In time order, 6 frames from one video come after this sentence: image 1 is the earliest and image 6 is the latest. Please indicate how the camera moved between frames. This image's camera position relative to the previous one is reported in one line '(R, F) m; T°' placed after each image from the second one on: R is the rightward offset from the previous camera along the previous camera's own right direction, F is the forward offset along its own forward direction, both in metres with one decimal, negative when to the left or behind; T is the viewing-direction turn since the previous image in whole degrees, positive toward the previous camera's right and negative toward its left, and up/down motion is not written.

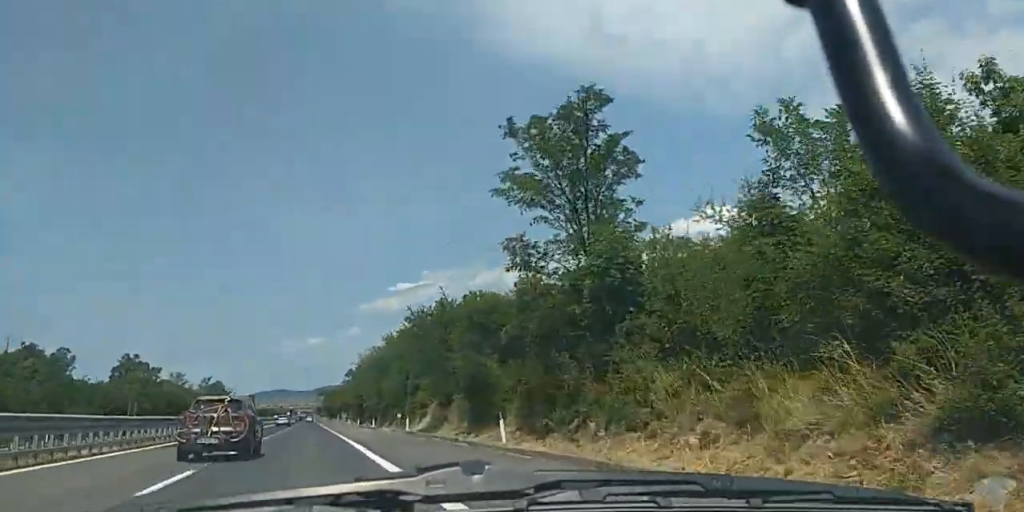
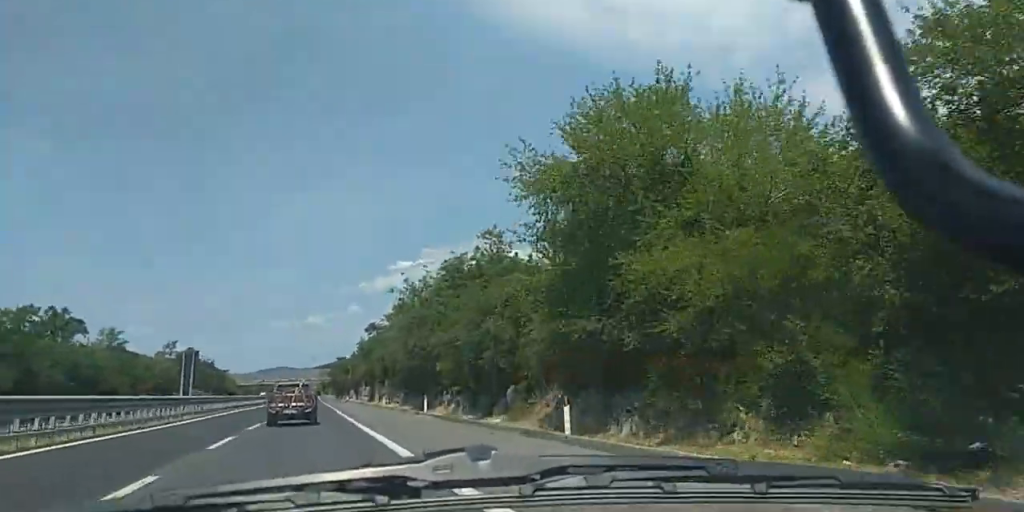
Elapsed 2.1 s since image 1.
(+0.5, +59.3) m; +2°
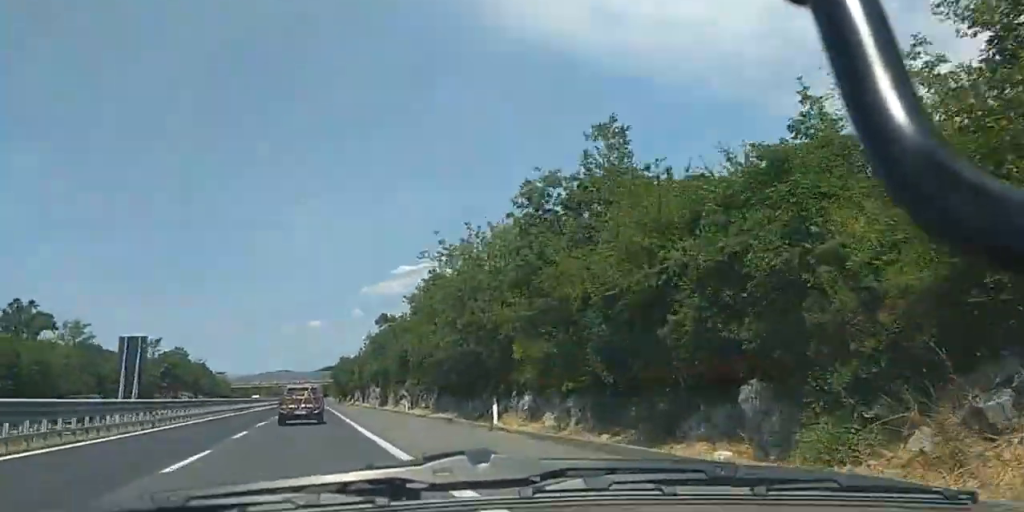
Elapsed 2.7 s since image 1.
(+0.2, +17.4) m; 0°
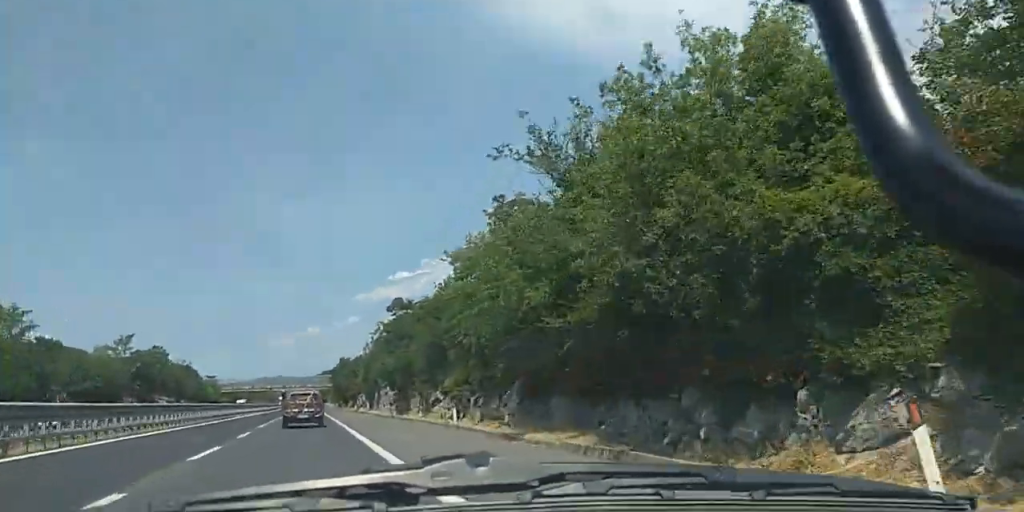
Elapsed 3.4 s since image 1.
(+0.1, +19.4) m; -1°
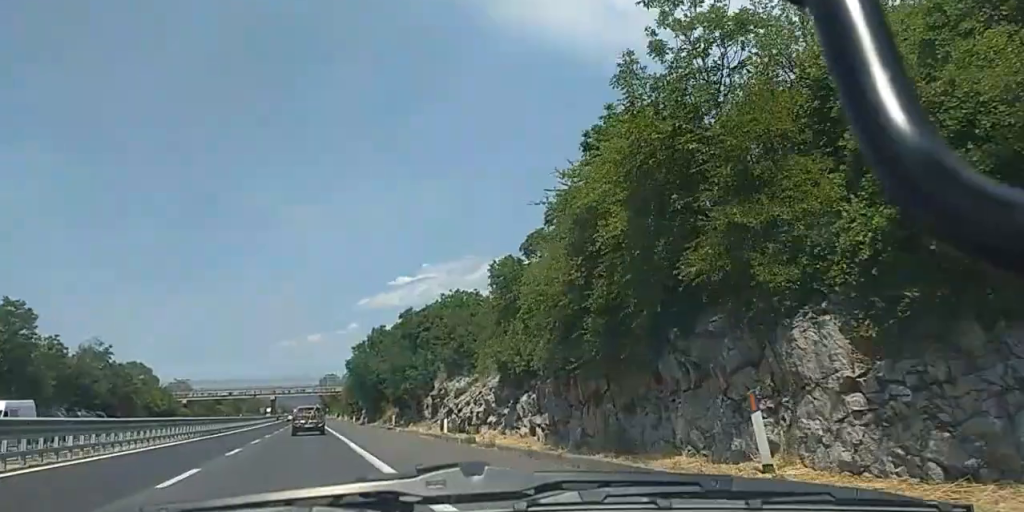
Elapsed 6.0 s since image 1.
(-1.4, +72.1) m; -1°
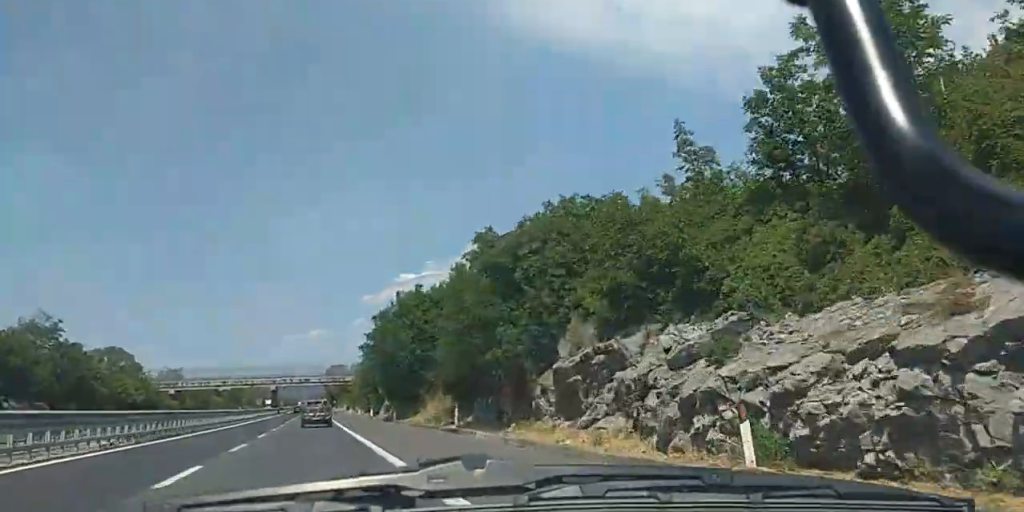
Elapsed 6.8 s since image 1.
(+0.1, +24.8) m; 0°
